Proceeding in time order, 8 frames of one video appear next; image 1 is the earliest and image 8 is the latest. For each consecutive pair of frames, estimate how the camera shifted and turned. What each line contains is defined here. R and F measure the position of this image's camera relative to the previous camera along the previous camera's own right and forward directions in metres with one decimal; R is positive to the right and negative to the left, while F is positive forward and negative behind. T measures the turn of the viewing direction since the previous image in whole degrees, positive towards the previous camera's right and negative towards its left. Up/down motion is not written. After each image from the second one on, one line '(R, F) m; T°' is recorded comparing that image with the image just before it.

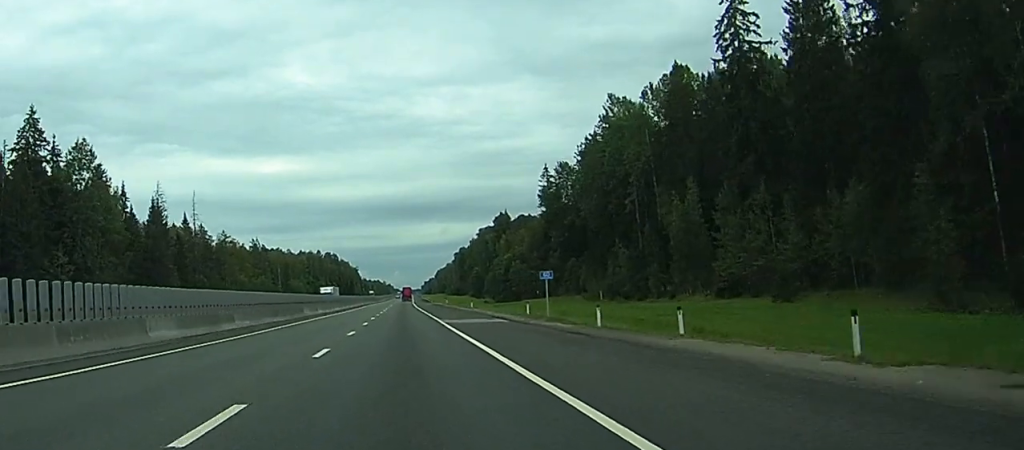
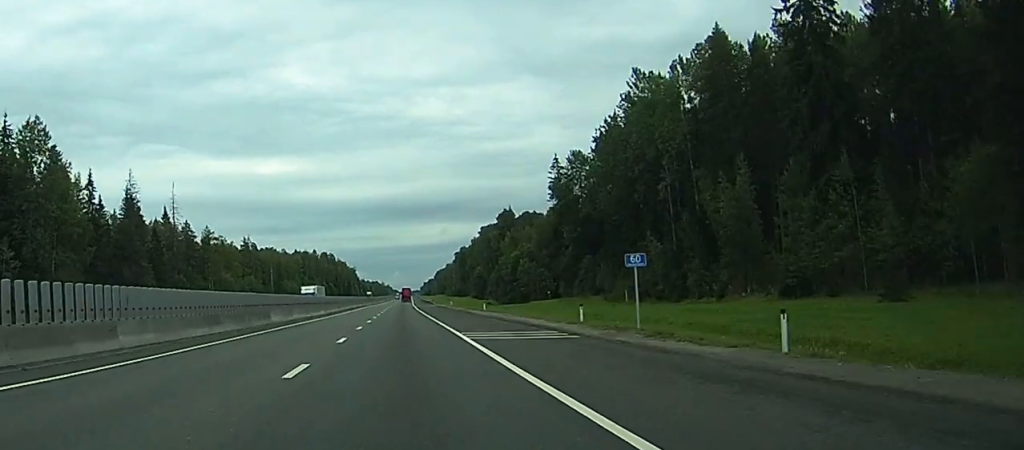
(0.0, +16.6) m; 0°
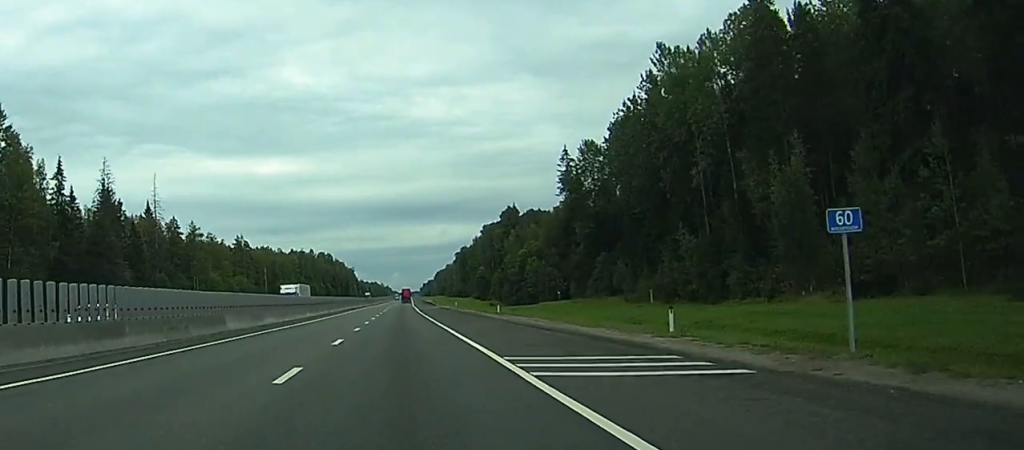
(0.0, +12.9) m; 0°
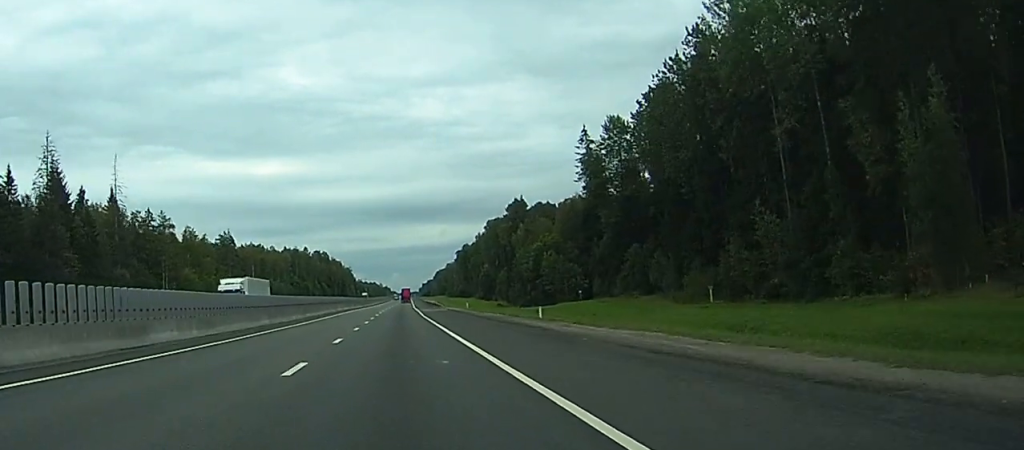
(0.0, +22.1) m; 0°
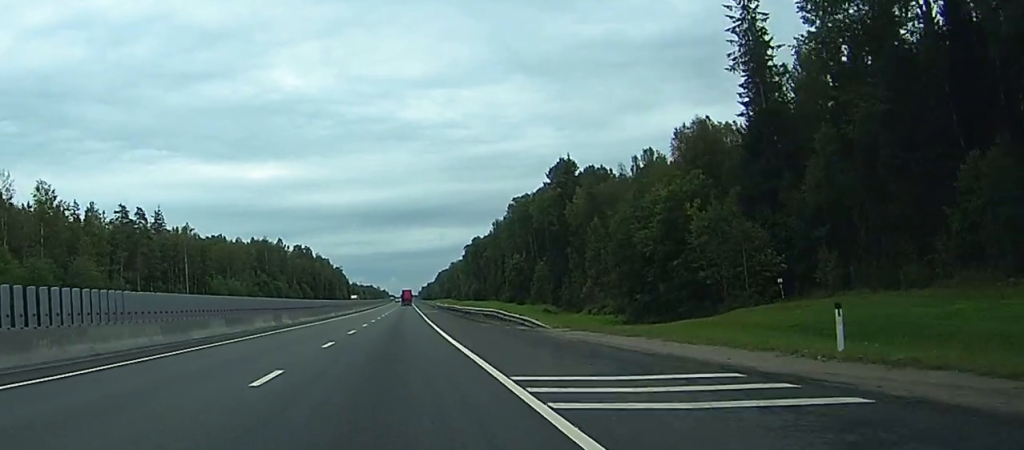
(+0.6, +84.5) m; 0°
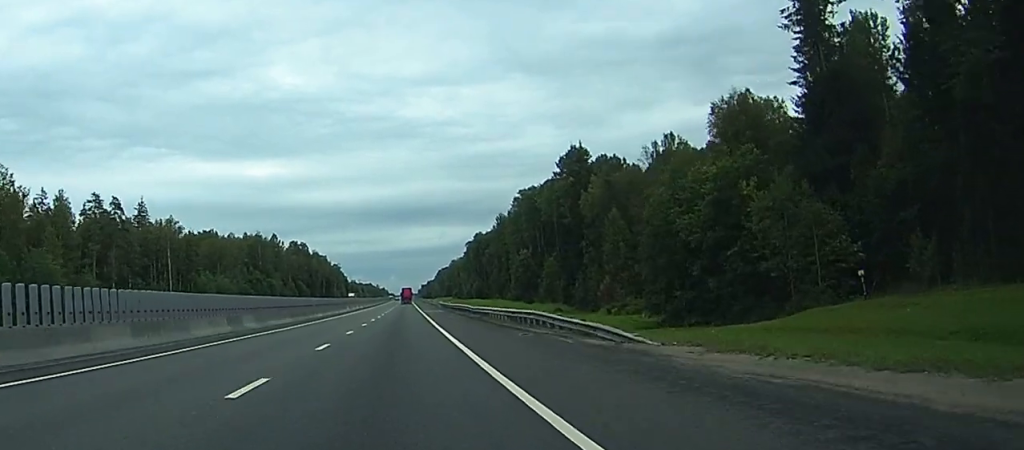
(-0.1, +13.7) m; 0°
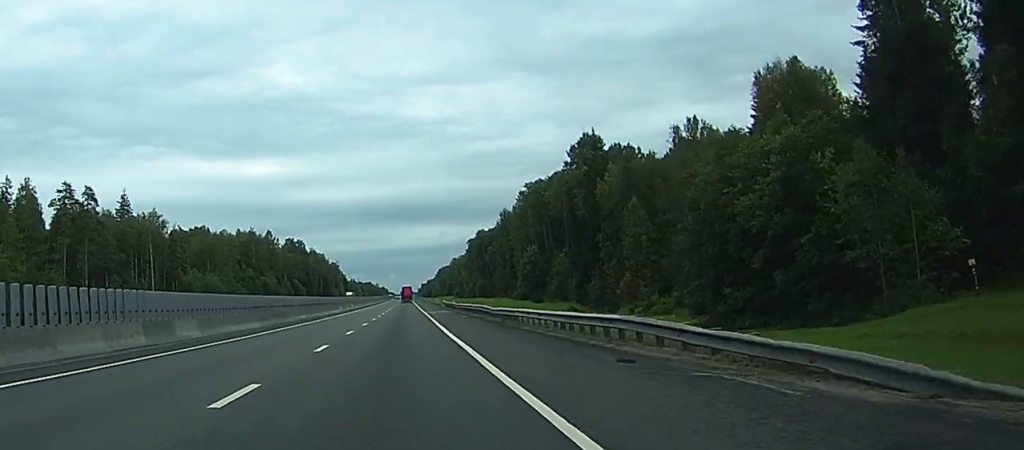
(0.0, +12.8) m; 0°
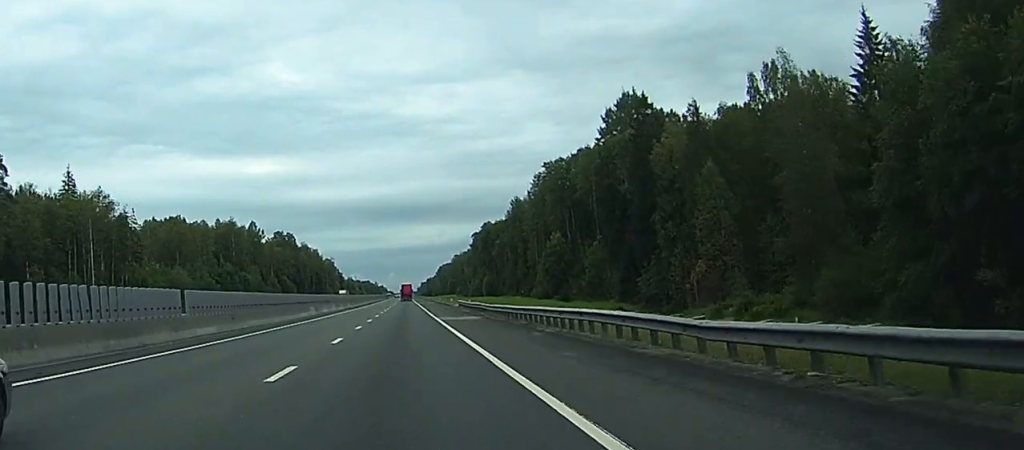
(-0.1, +32.0) m; 0°
